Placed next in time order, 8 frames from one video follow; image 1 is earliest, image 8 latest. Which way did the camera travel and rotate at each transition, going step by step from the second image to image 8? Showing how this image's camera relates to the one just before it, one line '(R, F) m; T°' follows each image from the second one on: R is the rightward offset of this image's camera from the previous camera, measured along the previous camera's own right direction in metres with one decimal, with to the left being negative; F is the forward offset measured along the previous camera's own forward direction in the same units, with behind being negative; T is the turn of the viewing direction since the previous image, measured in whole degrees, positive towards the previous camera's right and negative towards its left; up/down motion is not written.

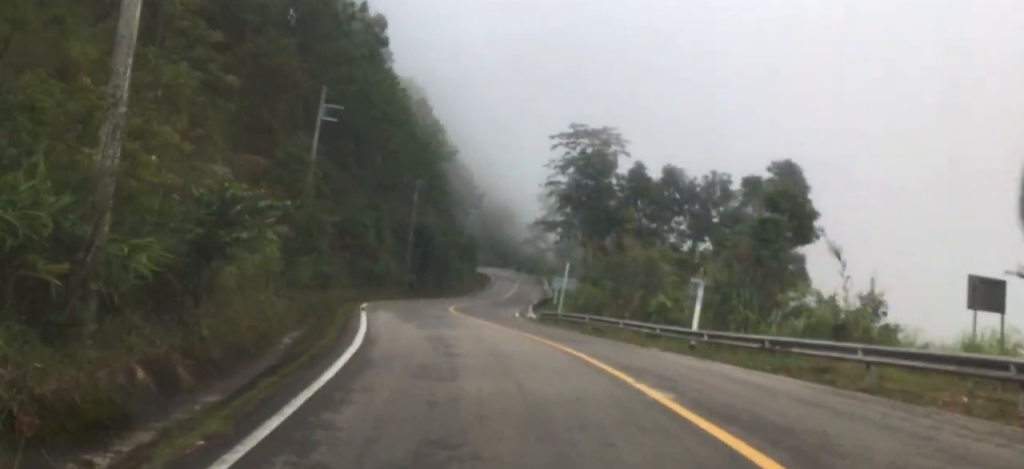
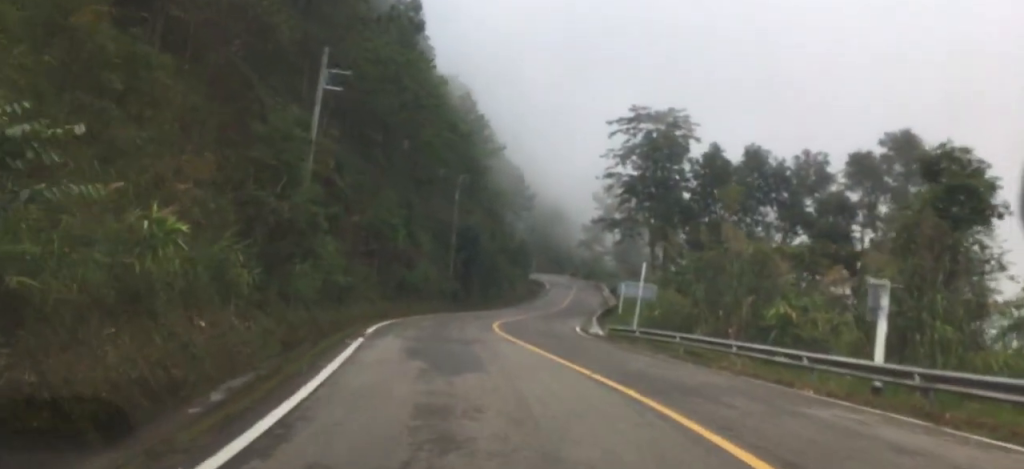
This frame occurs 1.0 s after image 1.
(-0.8, +8.8) m; -8°
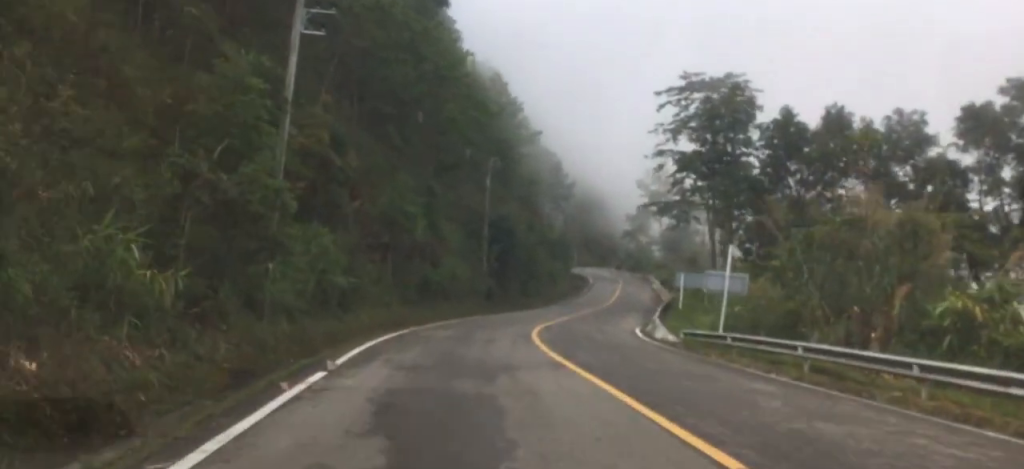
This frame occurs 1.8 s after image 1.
(-0.4, +7.3) m; -3°
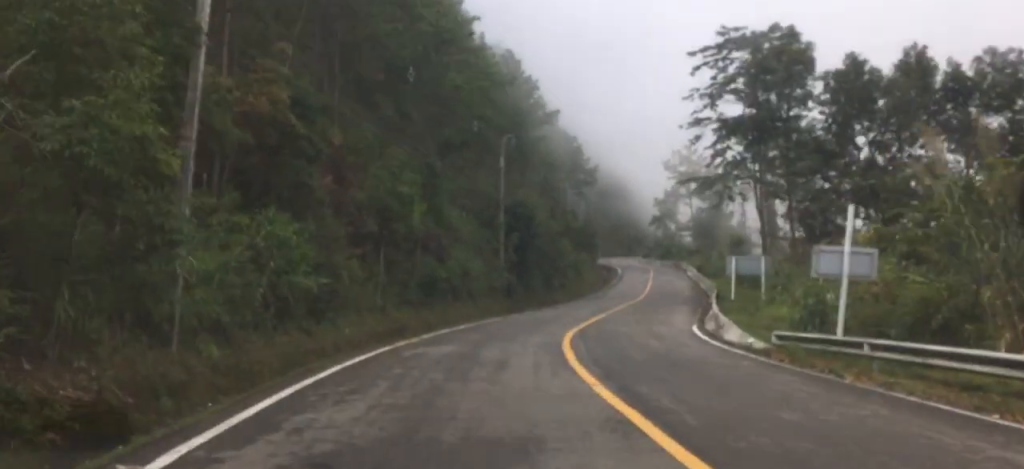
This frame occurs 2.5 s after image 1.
(-0.1, +7.0) m; 0°
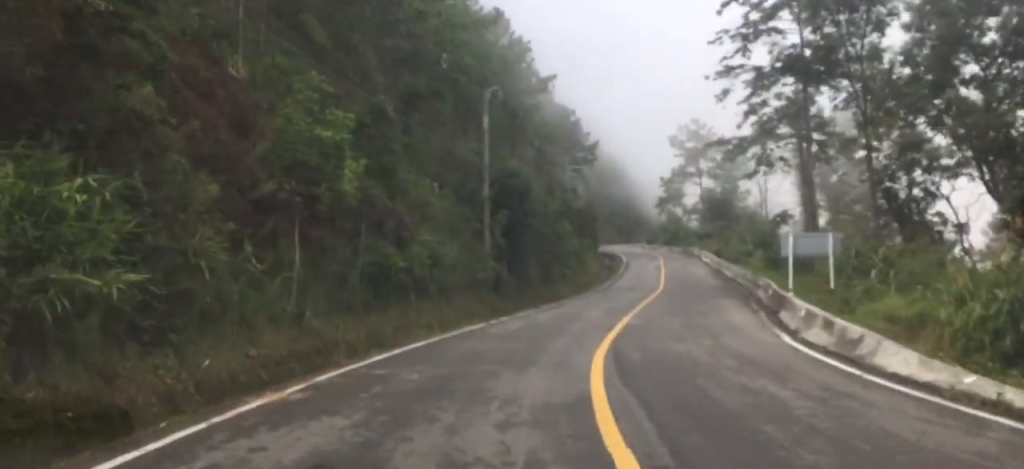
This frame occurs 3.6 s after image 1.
(+0.2, +10.3) m; +2°
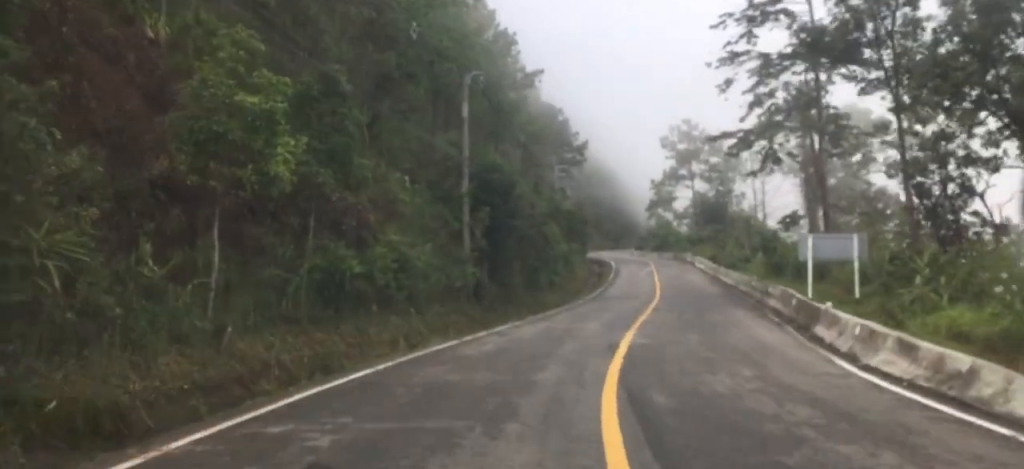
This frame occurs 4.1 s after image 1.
(-0.1, +4.1) m; +1°
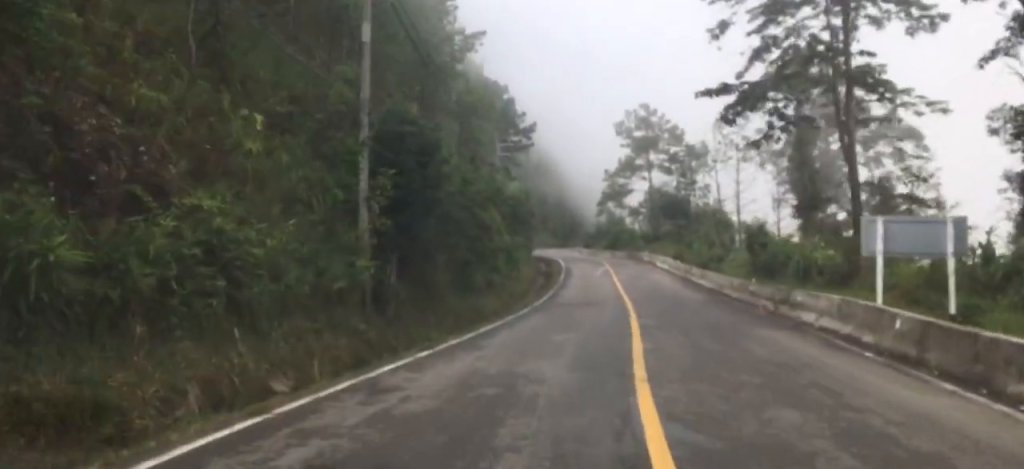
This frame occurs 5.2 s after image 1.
(+0.6, +11.1) m; +4°
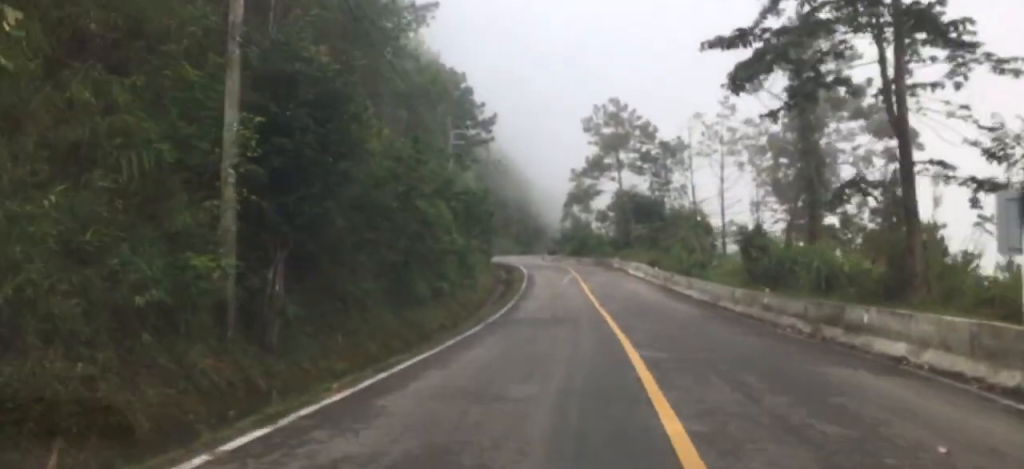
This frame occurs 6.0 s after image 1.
(0.0, +7.3) m; +1°
